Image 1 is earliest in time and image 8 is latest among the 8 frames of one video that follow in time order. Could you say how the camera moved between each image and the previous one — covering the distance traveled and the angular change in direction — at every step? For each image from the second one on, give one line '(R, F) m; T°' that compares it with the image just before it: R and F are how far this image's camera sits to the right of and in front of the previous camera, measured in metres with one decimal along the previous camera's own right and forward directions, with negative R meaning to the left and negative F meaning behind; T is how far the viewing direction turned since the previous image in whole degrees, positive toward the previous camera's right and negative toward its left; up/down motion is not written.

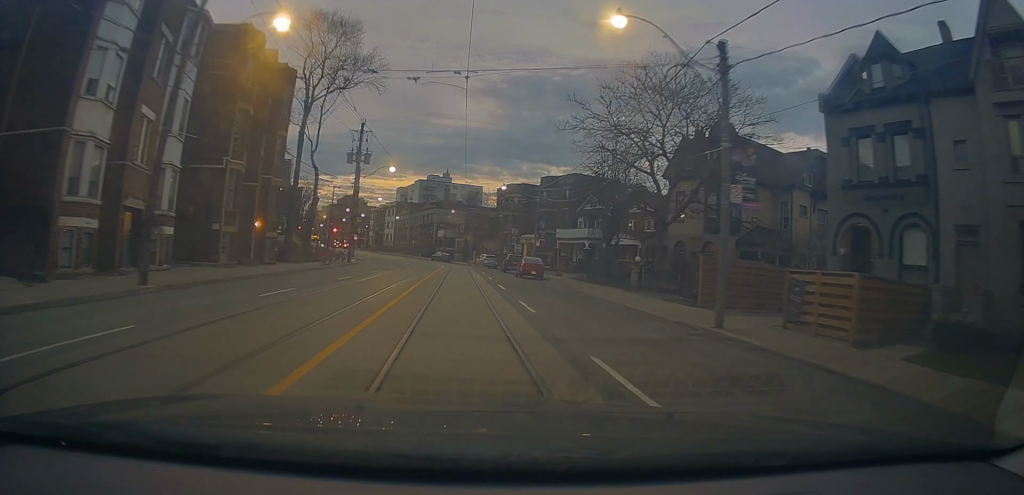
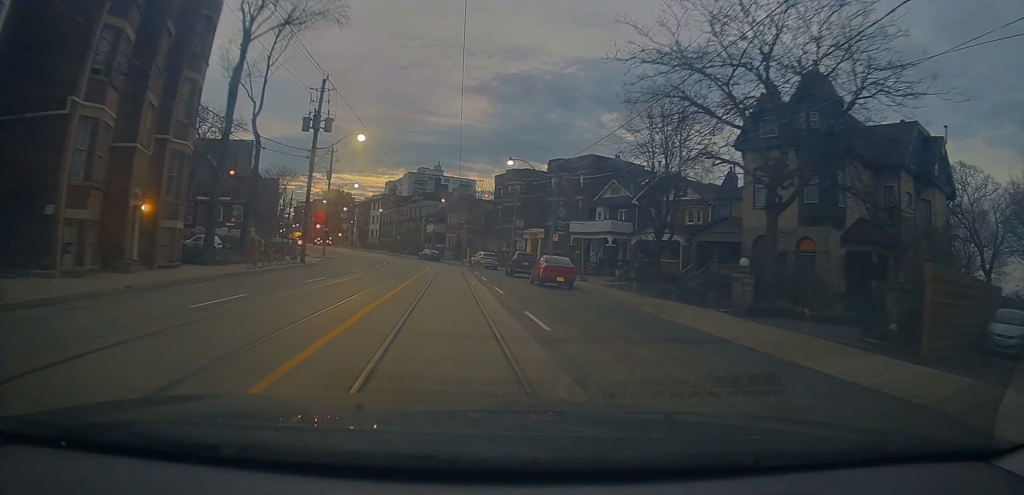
(-0.5, +12.6) m; -3°
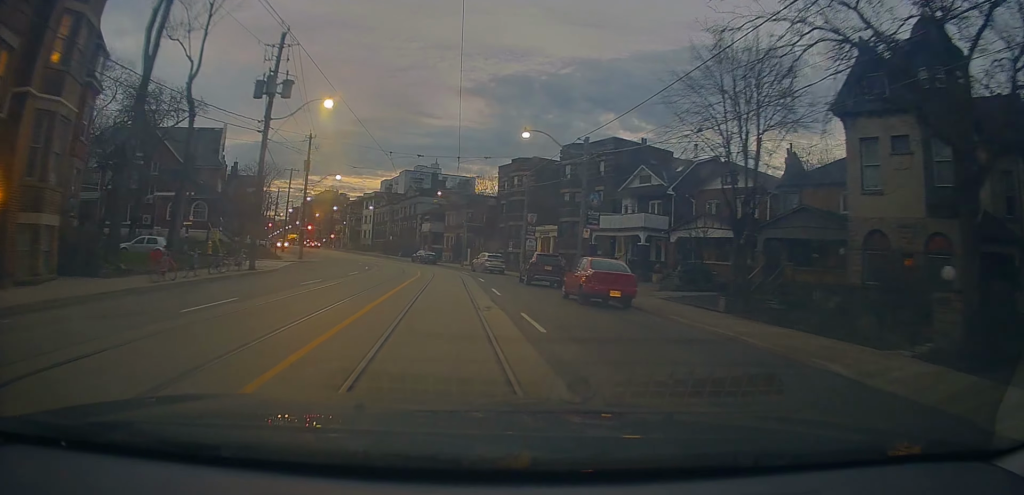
(-0.4, +9.2) m; +2°
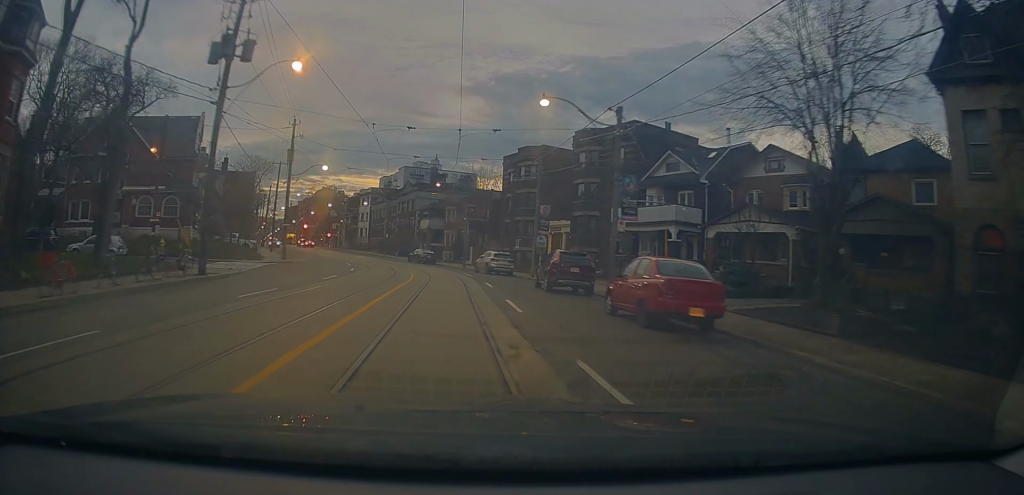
(+0.2, +5.9) m; +1°
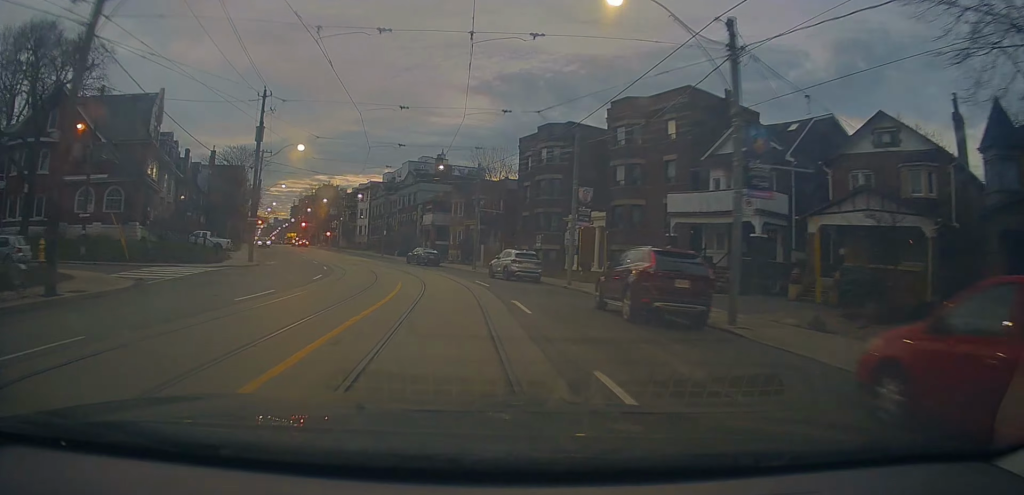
(+0.7, +9.8) m; +2°
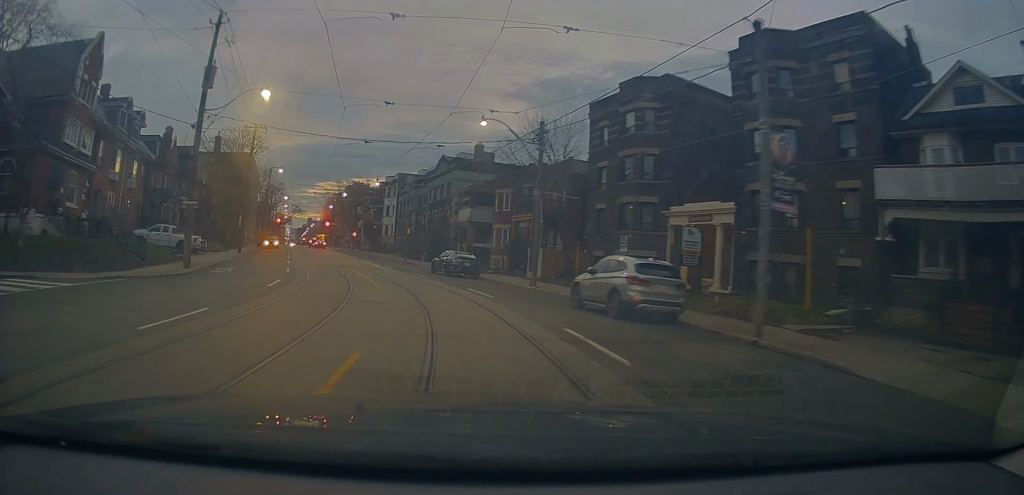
(-0.6, +14.7) m; -3°
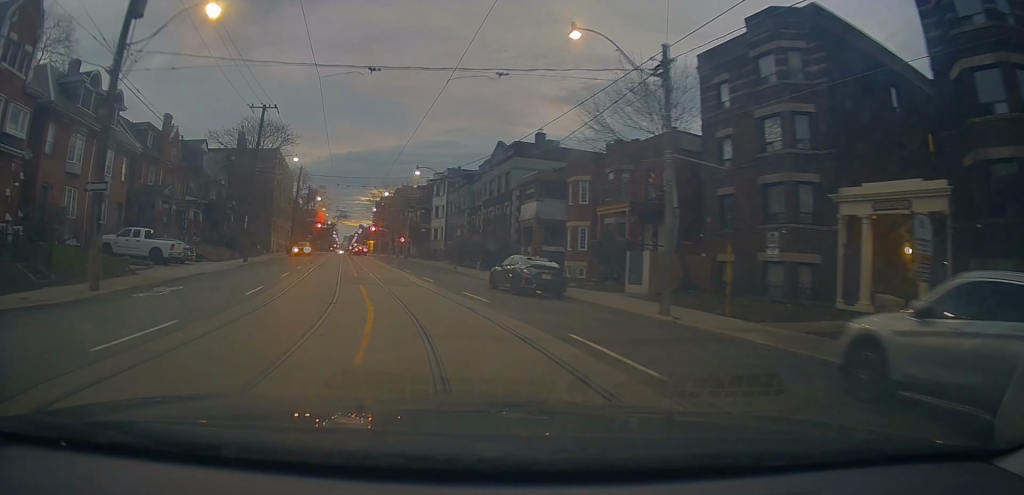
(+0.2, +10.9) m; -6°
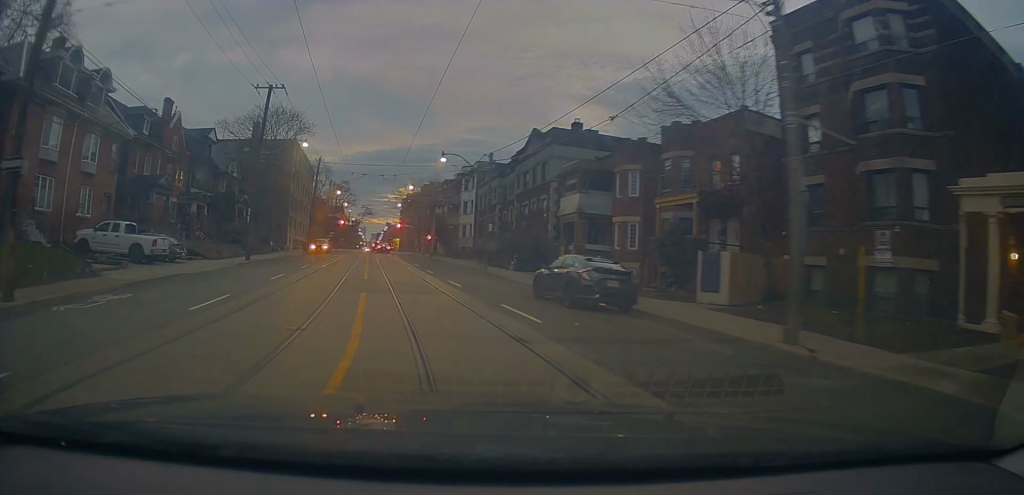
(-0.6, +4.9) m; -3°
